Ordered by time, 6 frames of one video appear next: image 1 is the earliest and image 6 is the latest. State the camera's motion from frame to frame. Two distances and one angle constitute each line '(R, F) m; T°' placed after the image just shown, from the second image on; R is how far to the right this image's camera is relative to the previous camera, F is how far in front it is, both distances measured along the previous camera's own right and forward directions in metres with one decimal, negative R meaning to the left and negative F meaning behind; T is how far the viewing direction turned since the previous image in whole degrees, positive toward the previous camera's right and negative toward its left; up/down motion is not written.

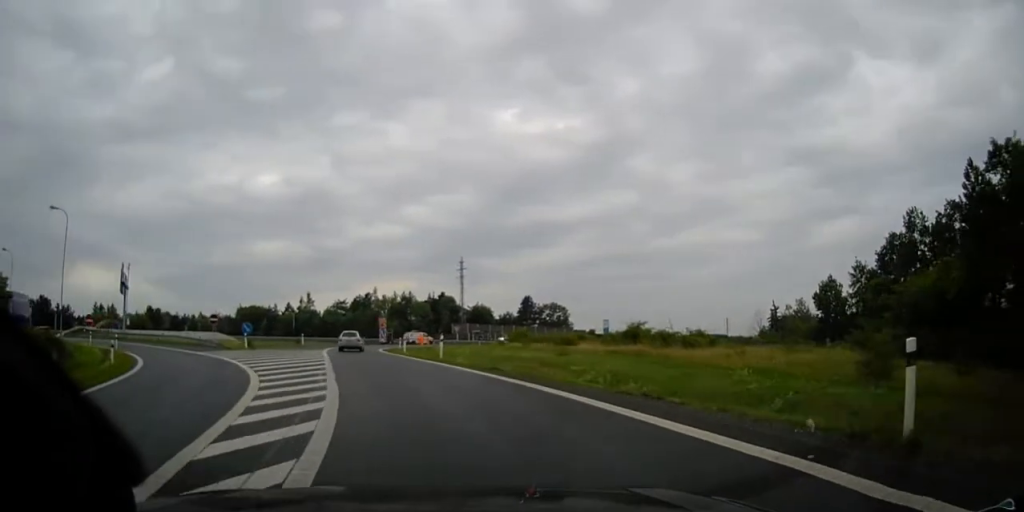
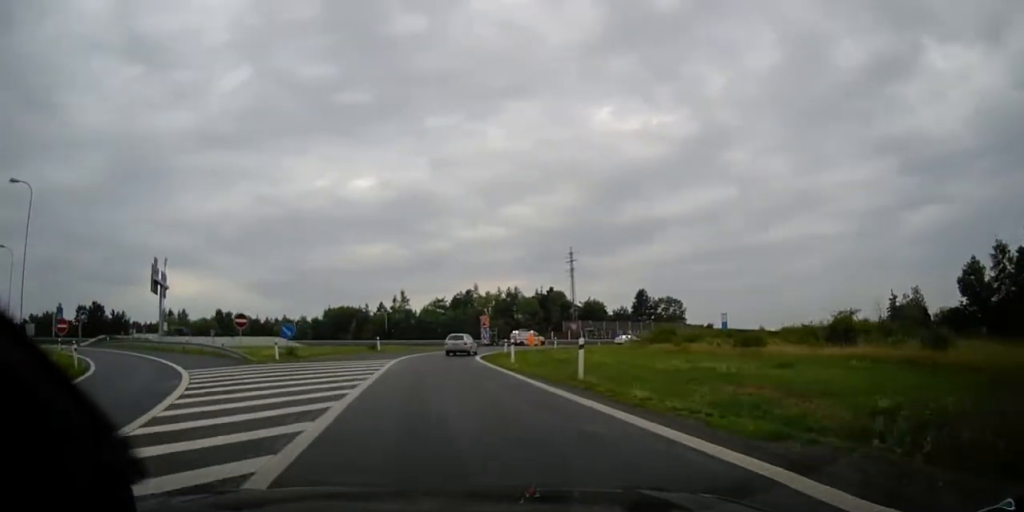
(-1.0, +13.1) m; -7°
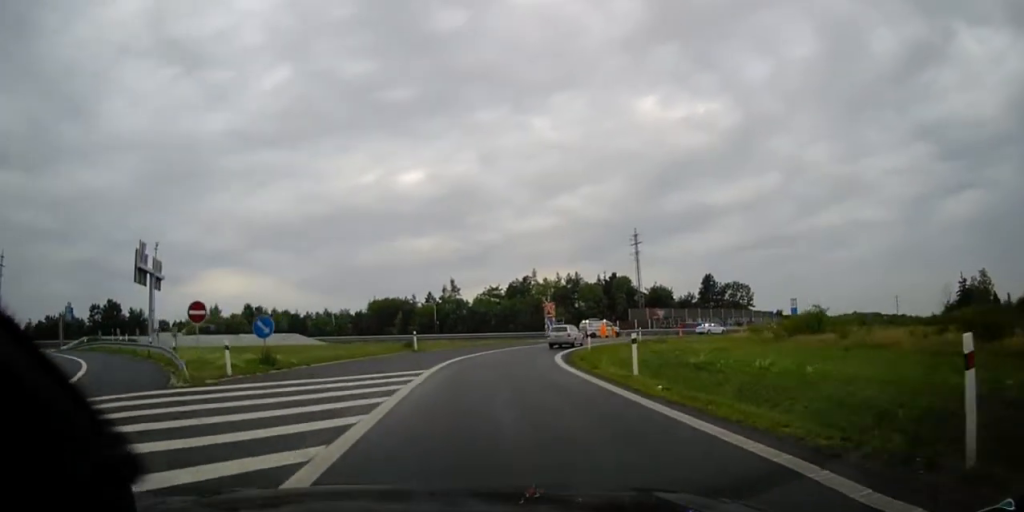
(-0.6, +12.0) m; -3°
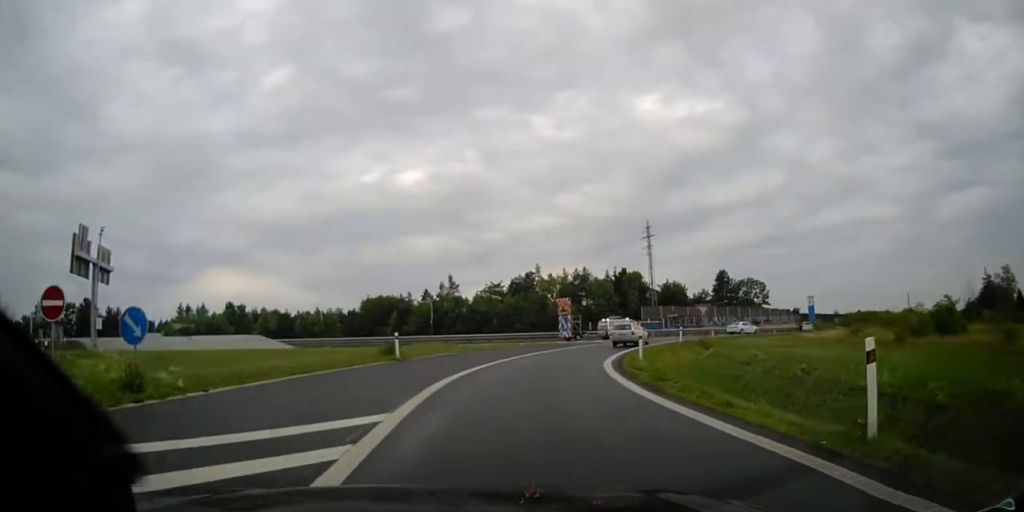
(-0.1, +9.6) m; +1°
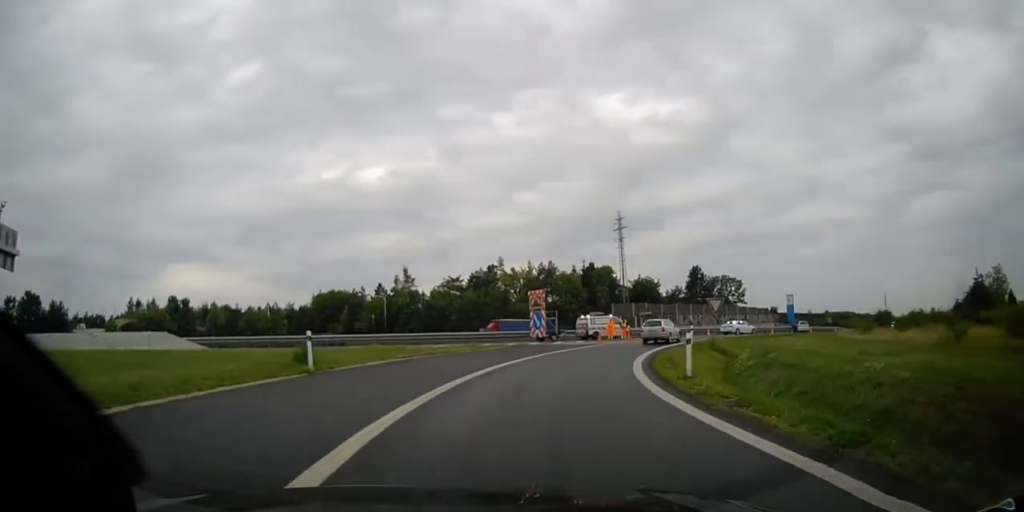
(0.0, +8.9) m; +4°
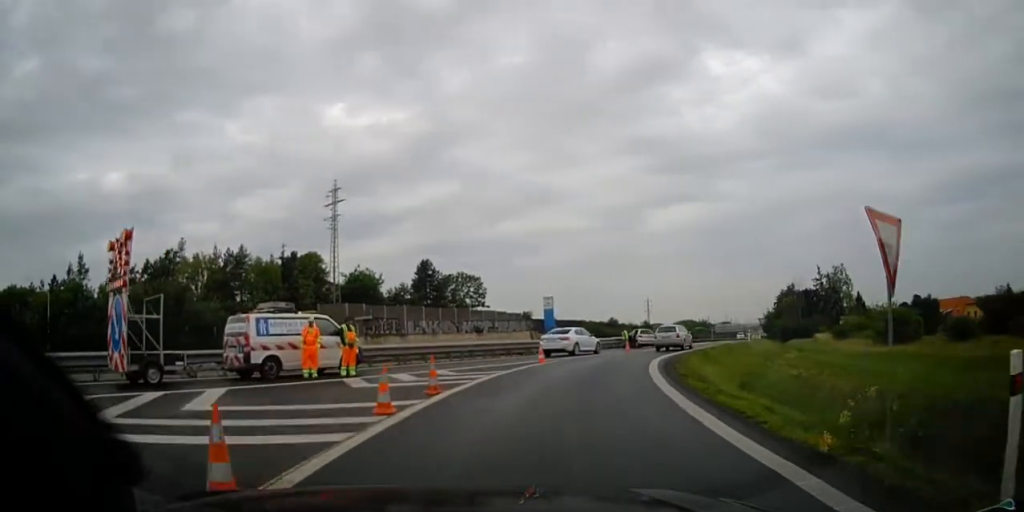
(+6.5, +29.1) m; +26°
